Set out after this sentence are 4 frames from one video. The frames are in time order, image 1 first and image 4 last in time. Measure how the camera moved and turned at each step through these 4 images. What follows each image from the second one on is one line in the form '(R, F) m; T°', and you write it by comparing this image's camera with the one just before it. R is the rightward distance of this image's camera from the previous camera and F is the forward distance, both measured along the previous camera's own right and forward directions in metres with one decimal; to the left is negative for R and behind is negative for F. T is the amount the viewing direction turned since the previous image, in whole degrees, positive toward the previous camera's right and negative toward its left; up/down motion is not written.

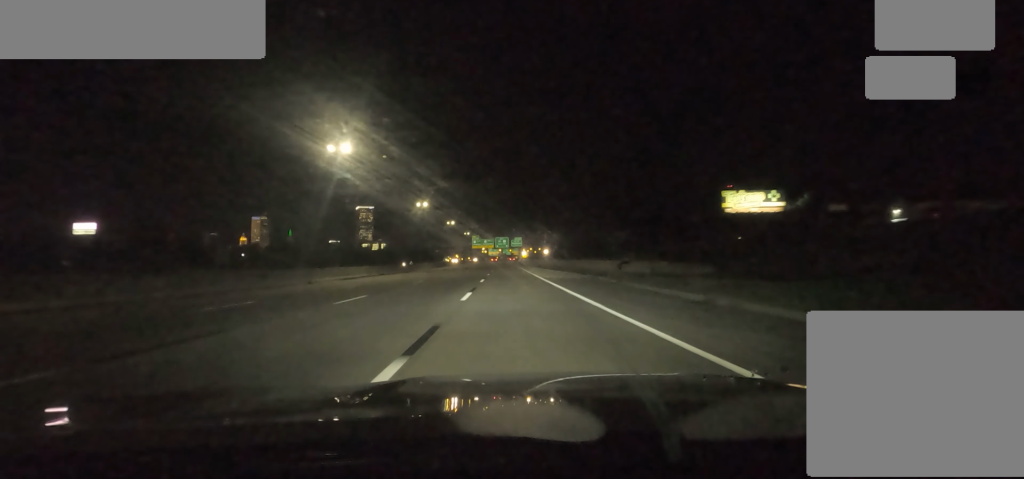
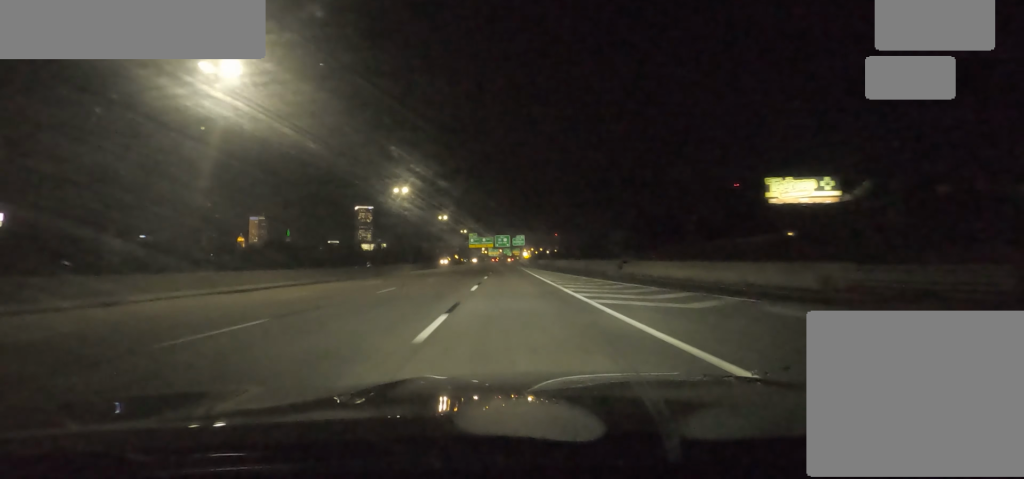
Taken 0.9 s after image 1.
(0.0, +22.1) m; 0°
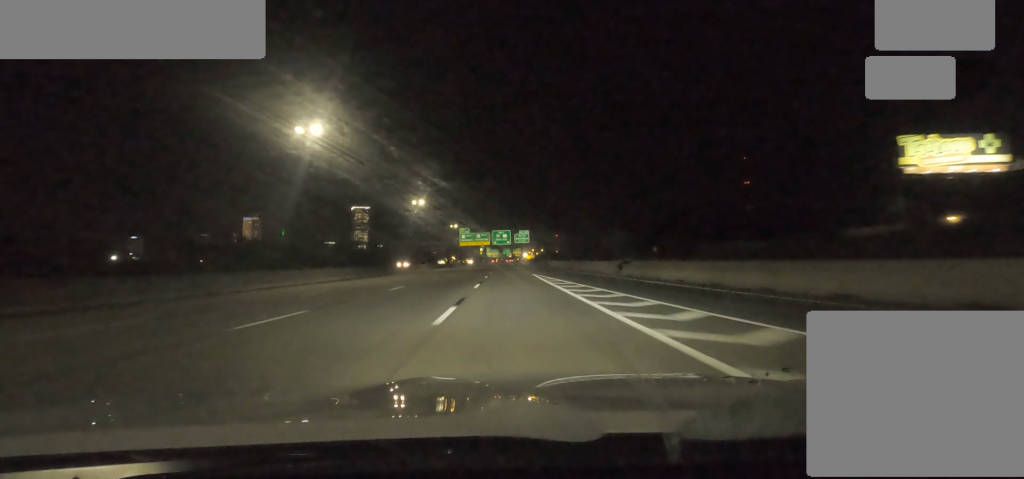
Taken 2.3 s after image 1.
(0.0, +38.0) m; 0°
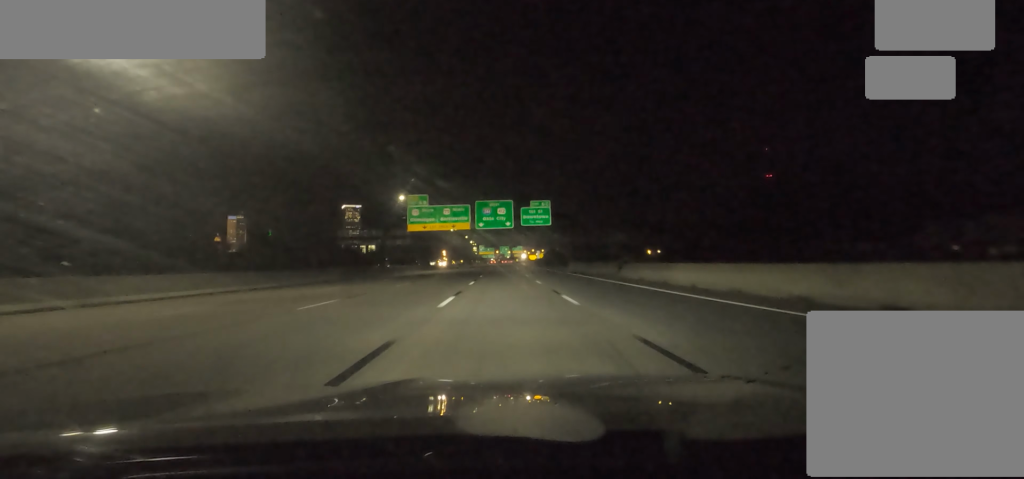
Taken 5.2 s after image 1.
(0.0, +77.2) m; 0°
